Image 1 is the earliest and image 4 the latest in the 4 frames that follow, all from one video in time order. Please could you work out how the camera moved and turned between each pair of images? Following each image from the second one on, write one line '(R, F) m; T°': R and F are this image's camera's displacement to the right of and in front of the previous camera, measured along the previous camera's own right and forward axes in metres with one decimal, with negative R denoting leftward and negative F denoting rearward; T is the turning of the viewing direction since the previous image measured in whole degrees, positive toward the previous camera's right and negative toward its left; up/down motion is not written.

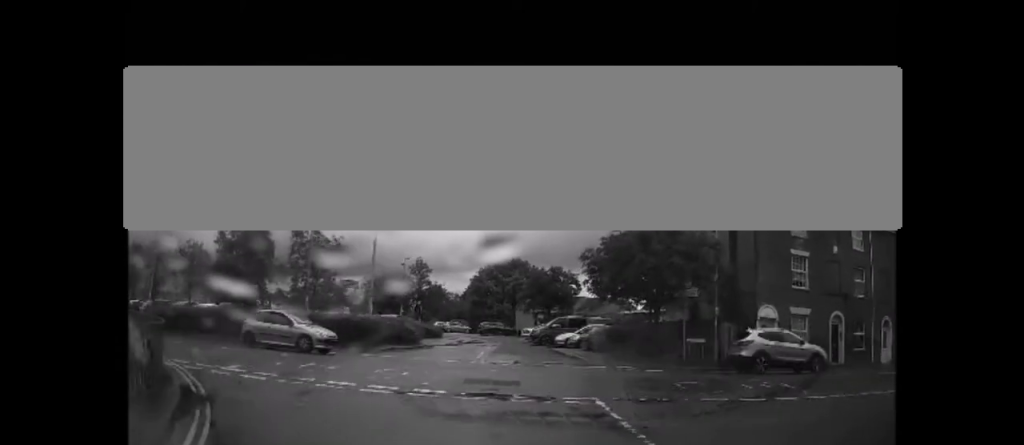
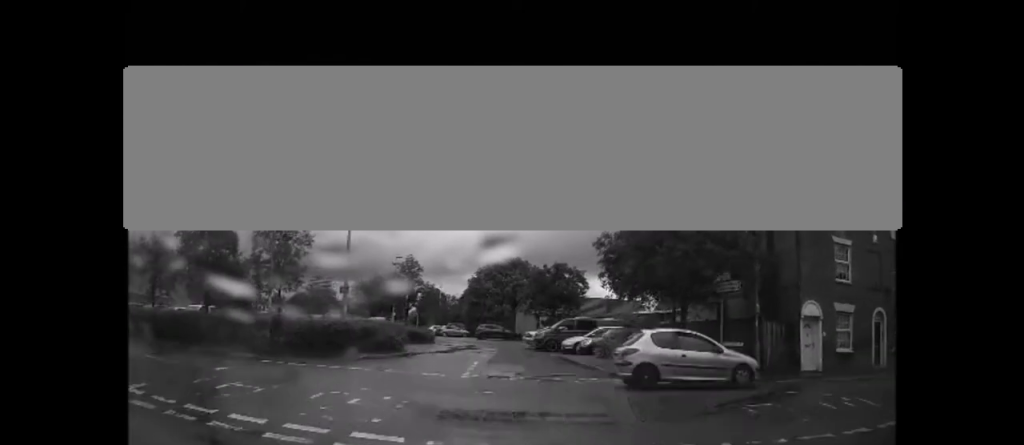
(0.0, +2.6) m; +1°
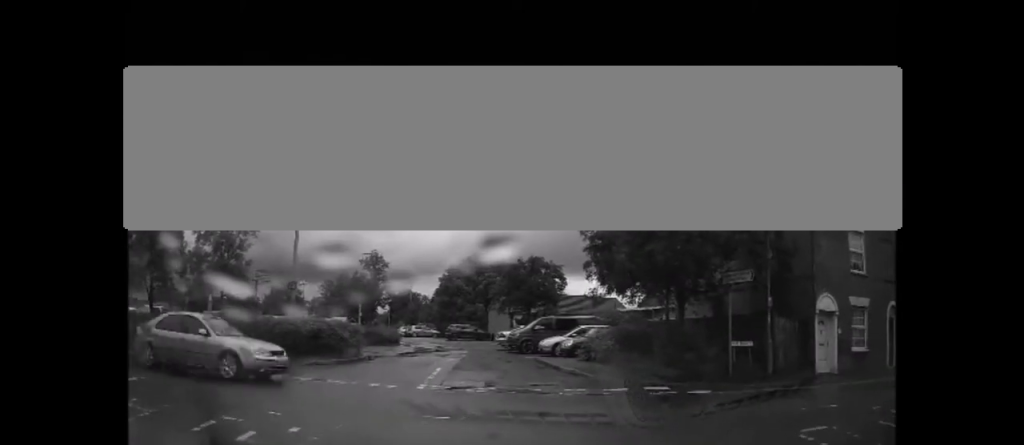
(0.0, +2.3) m; 0°
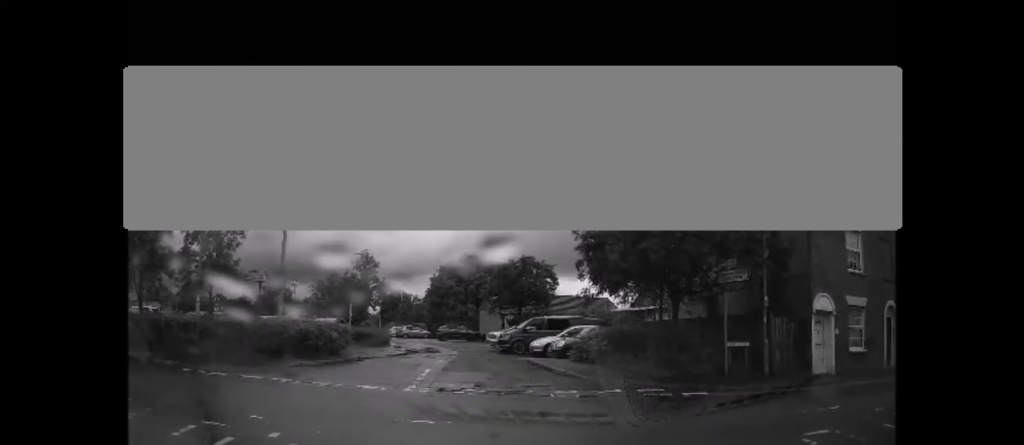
(0.0, +0.6) m; 0°
